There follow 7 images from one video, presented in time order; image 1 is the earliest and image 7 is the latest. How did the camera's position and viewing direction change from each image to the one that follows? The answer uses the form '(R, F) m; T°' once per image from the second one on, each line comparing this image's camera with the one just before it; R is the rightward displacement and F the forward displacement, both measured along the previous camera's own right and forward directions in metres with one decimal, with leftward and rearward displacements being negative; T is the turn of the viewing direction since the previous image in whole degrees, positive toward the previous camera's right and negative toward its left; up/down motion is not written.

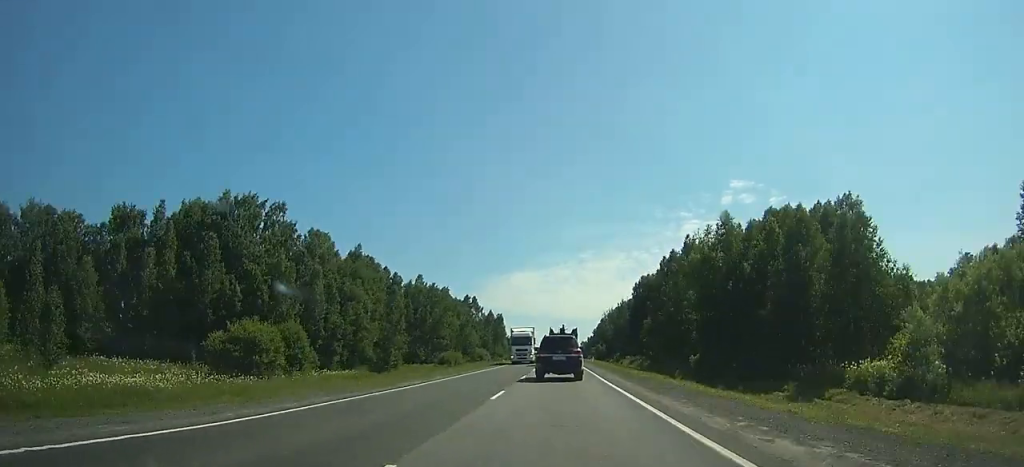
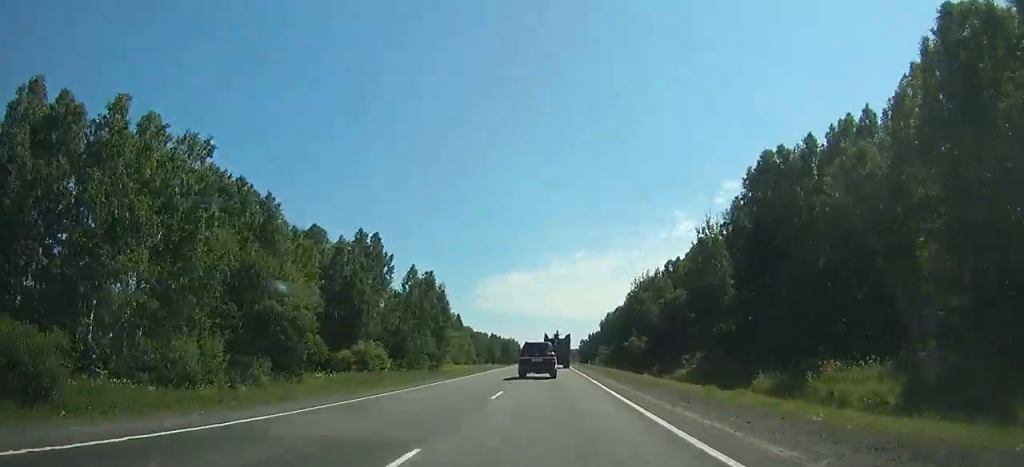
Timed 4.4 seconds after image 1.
(-0.2, +97.1) m; 0°
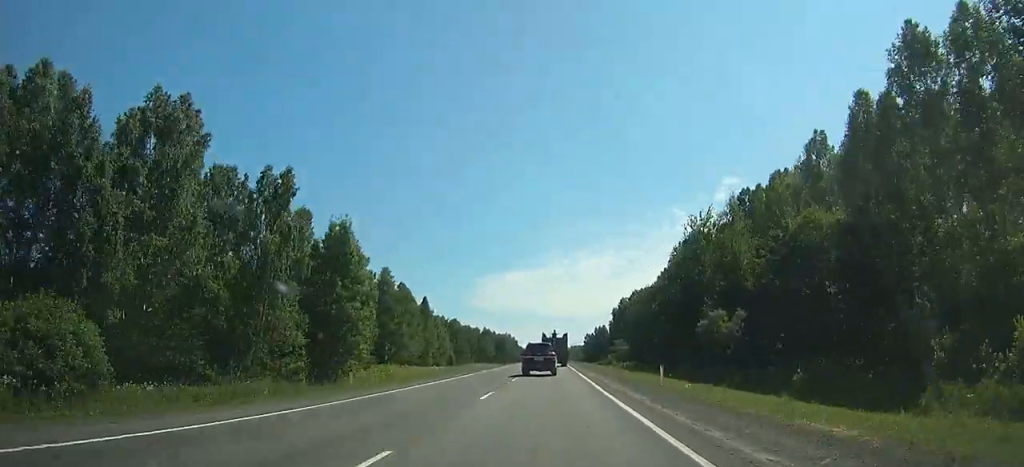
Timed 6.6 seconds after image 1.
(+0.1, +48.8) m; 0°
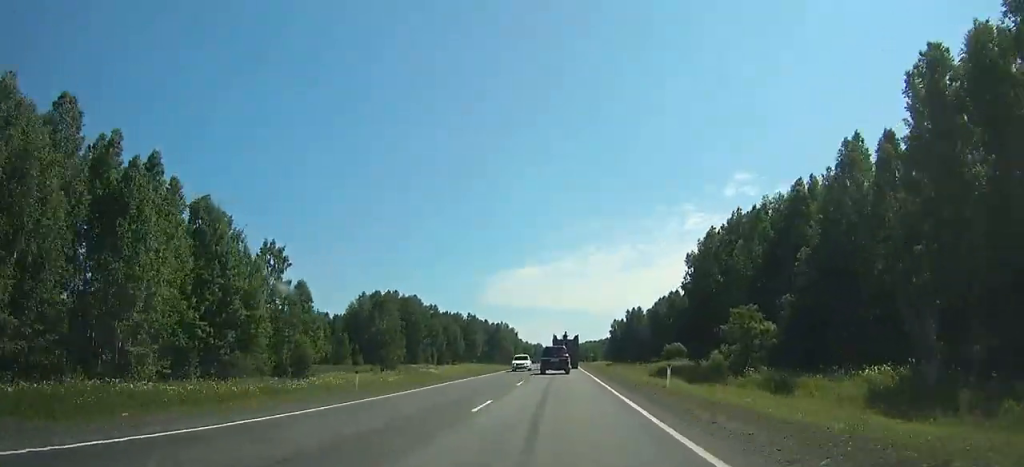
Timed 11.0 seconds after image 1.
(-0.5, +99.8) m; -1°
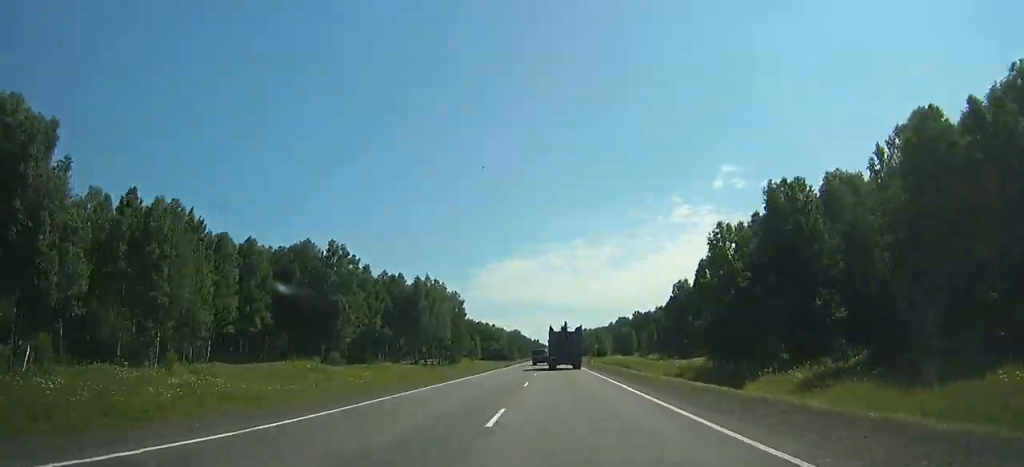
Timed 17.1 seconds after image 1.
(+0.6, +144.8) m; +1°
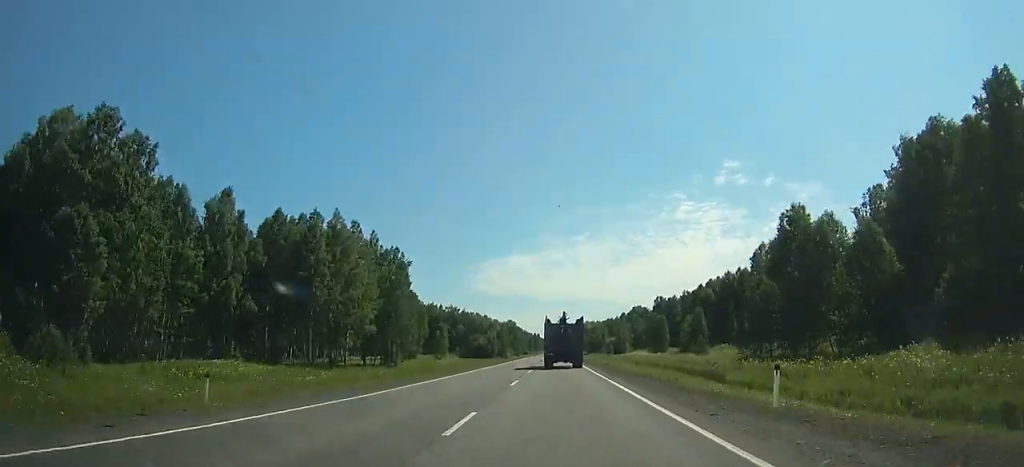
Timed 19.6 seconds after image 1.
(+0.1, +60.2) m; 0°
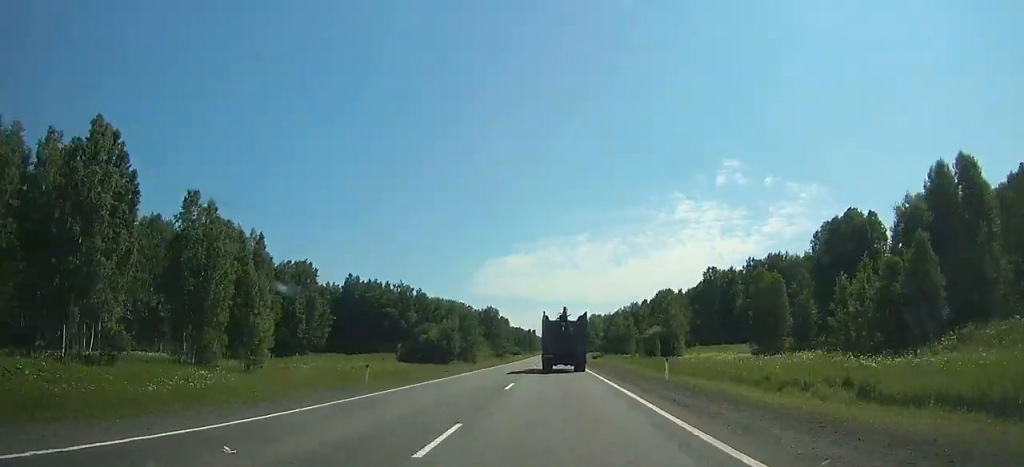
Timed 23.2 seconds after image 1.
(-0.1, +85.7) m; 0°
